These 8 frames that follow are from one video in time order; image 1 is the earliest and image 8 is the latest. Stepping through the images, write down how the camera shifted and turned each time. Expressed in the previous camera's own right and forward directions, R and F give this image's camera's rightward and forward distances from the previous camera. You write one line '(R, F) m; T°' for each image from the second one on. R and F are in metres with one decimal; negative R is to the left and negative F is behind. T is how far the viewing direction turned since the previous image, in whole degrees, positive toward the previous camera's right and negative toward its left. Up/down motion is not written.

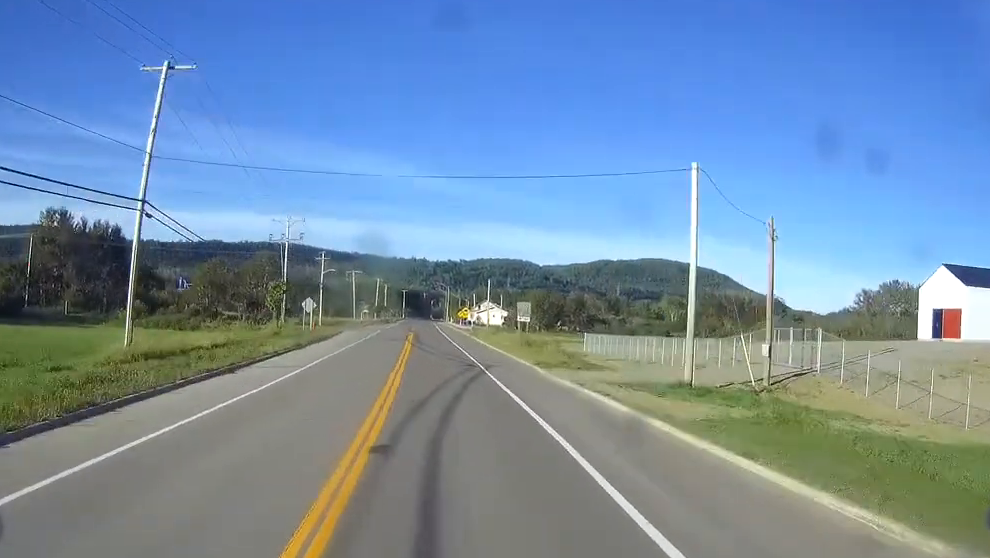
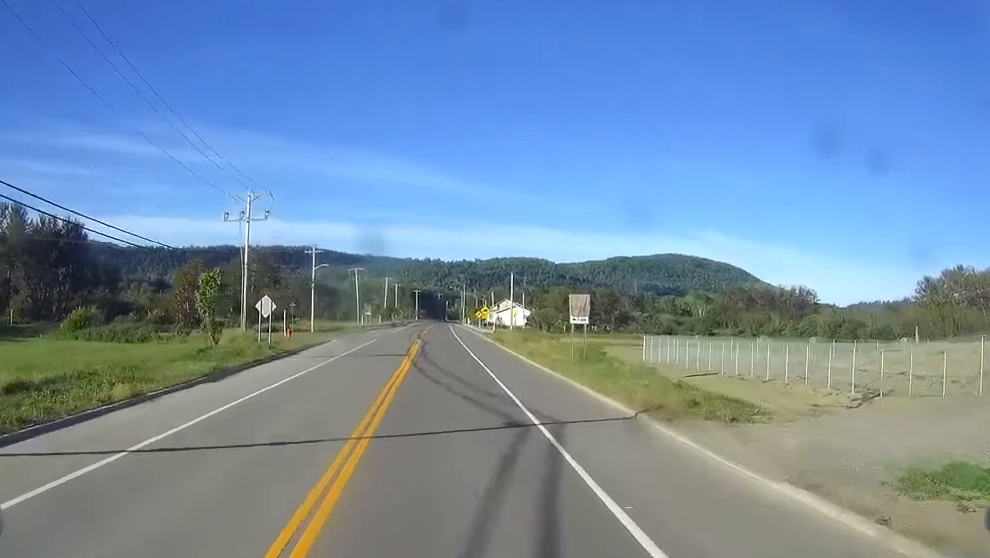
(0.0, +20.9) m; 0°
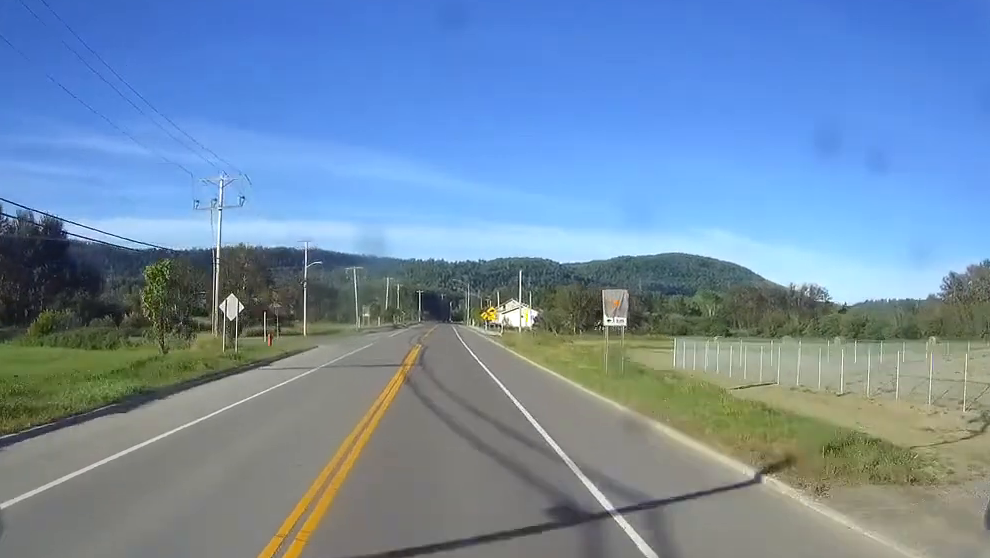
(+0.1, +8.4) m; -2°
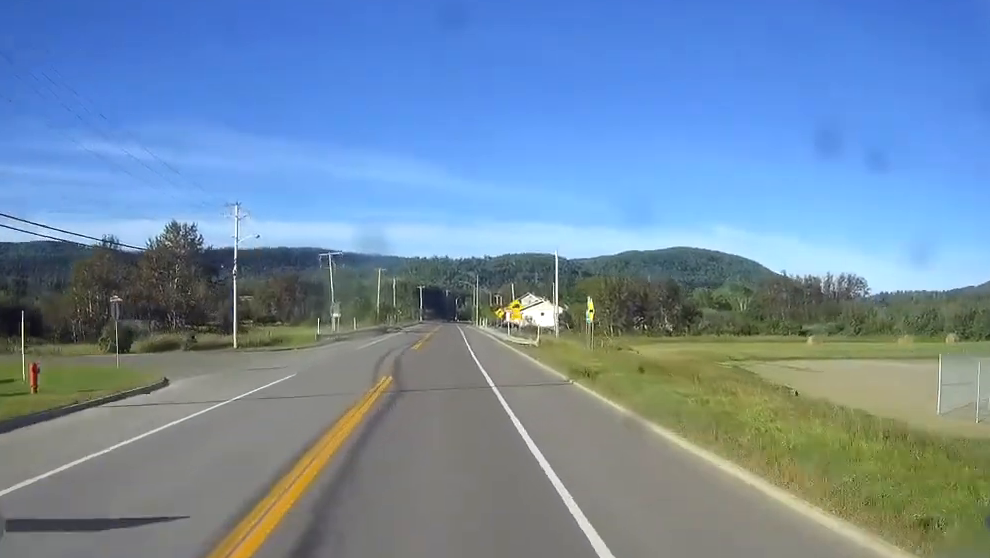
(-2.1, +34.4) m; -6°
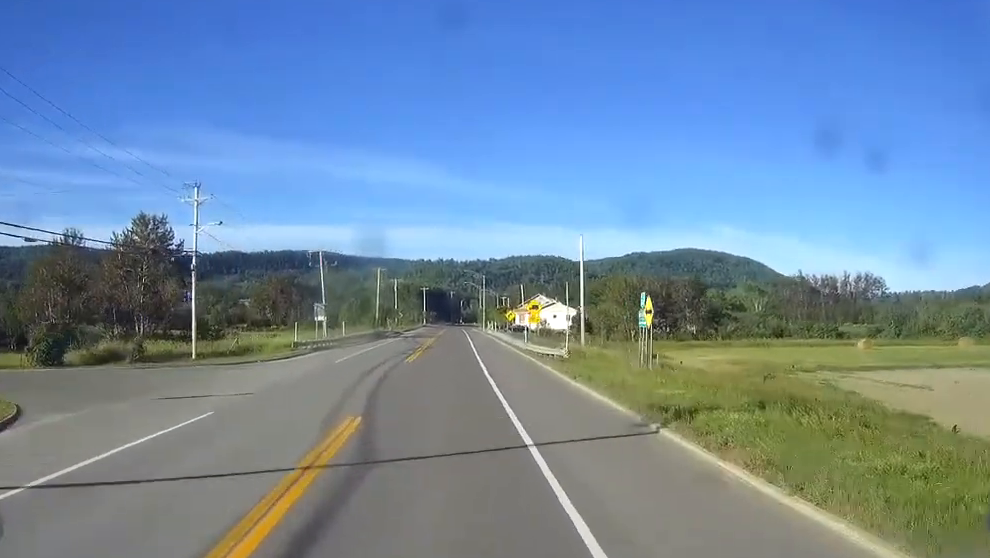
(0.0, +12.1) m; 0°
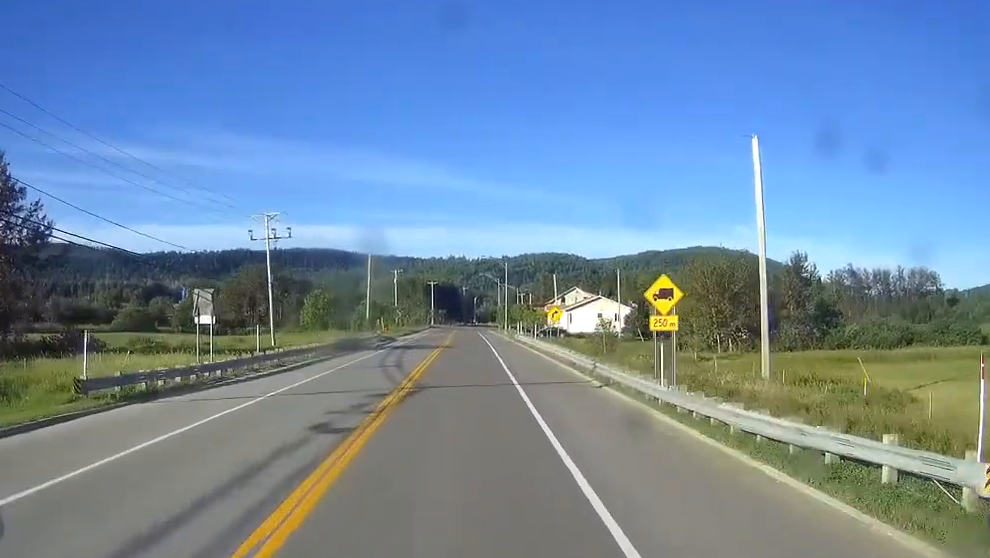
(-0.2, +35.7) m; 0°
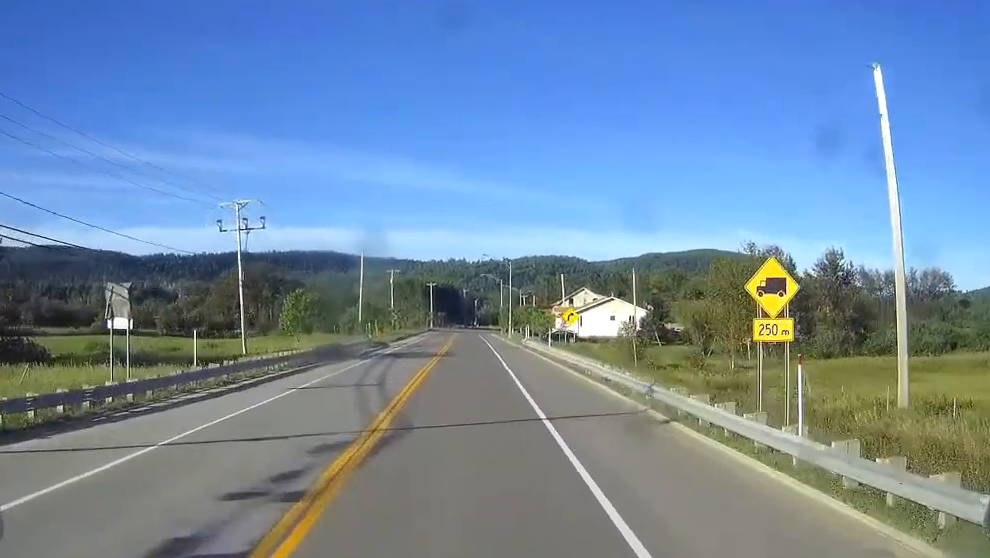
(+0.1, +9.3) m; 0°
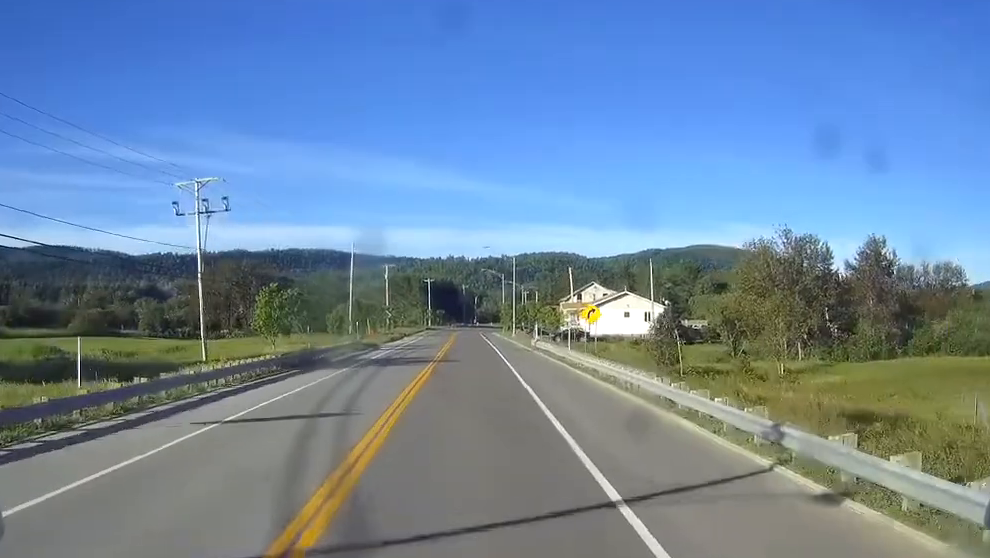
(0.0, +9.3) m; 0°
